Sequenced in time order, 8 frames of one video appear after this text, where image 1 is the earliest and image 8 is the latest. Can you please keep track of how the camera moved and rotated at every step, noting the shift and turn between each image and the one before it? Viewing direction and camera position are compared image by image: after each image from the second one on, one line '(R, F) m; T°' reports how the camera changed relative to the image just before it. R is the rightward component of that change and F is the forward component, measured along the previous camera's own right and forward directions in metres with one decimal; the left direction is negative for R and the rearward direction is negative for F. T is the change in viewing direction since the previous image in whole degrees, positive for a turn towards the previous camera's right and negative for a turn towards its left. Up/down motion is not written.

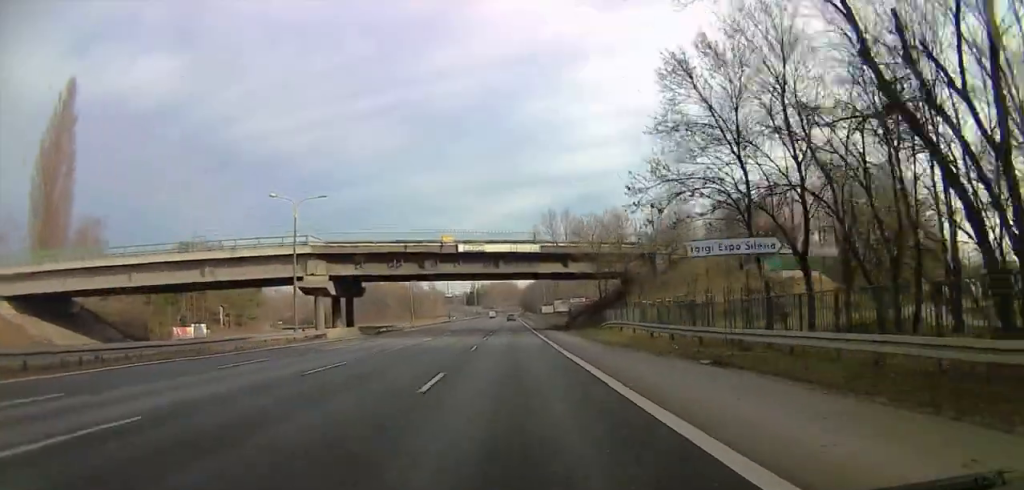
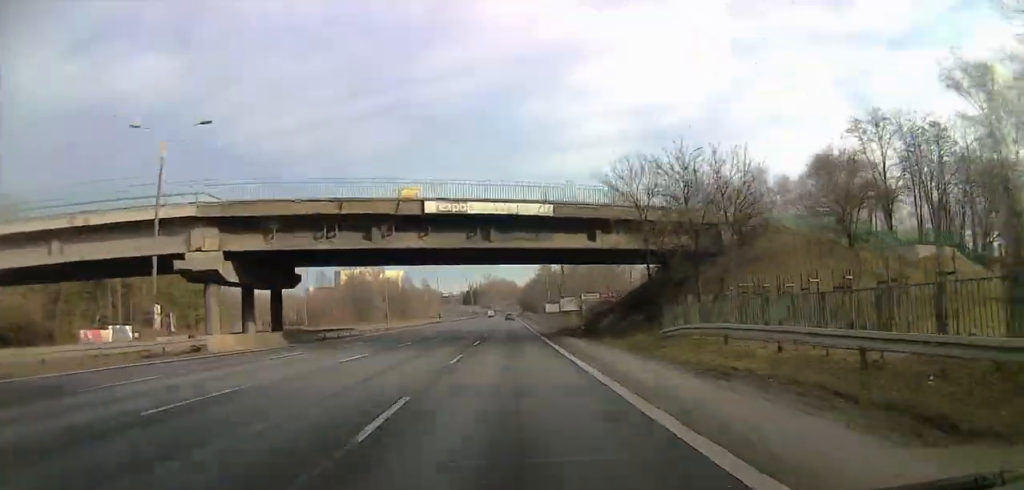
(-0.3, +19.7) m; -2°
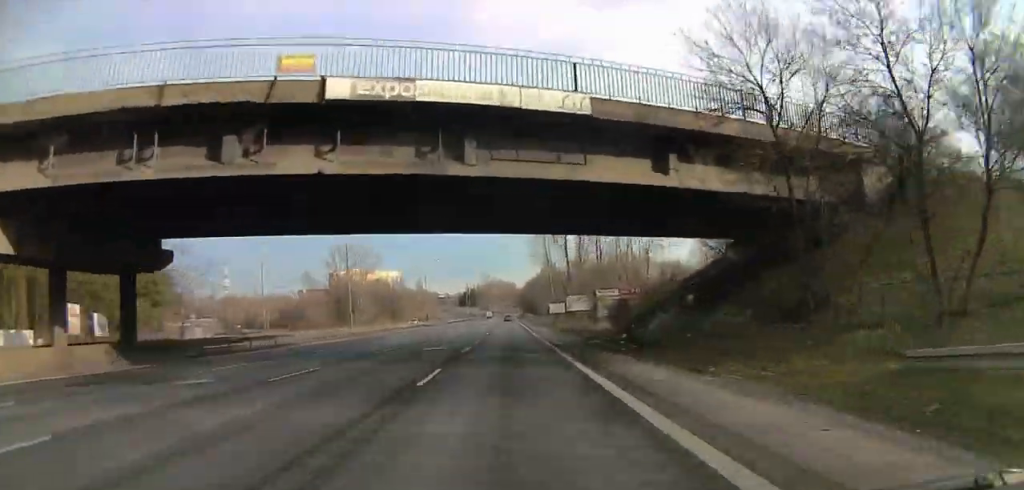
(-0.5, +17.8) m; 0°
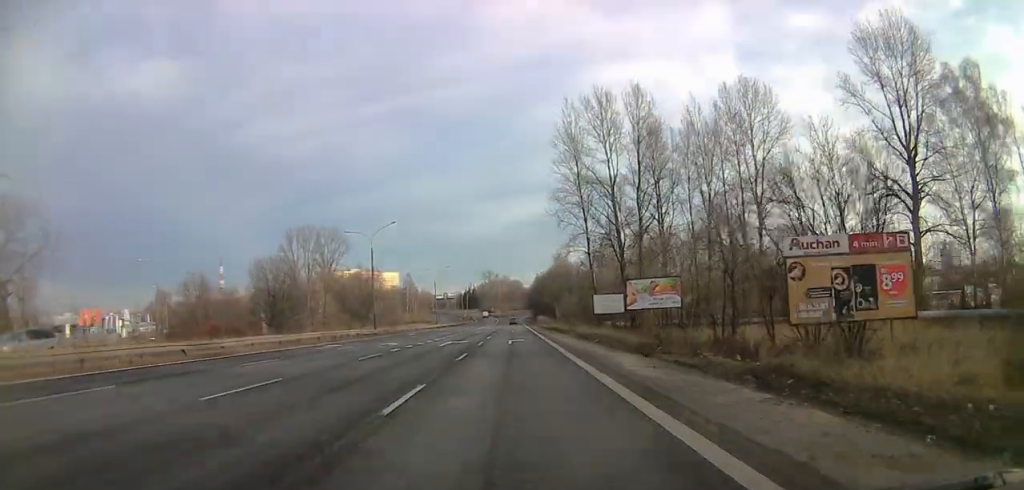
(-1.4, +51.8) m; -2°
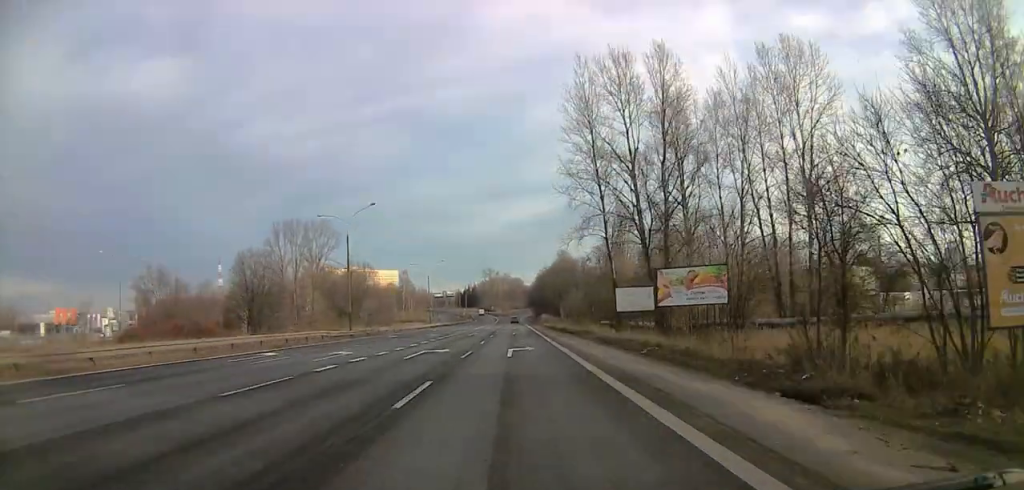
(-0.1, +11.6) m; +1°
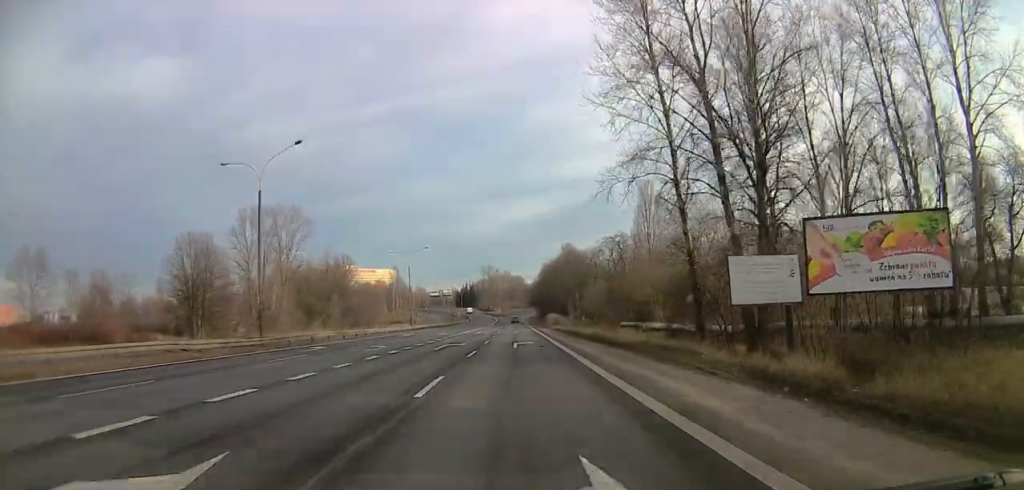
(+0.7, +23.2) m; 0°
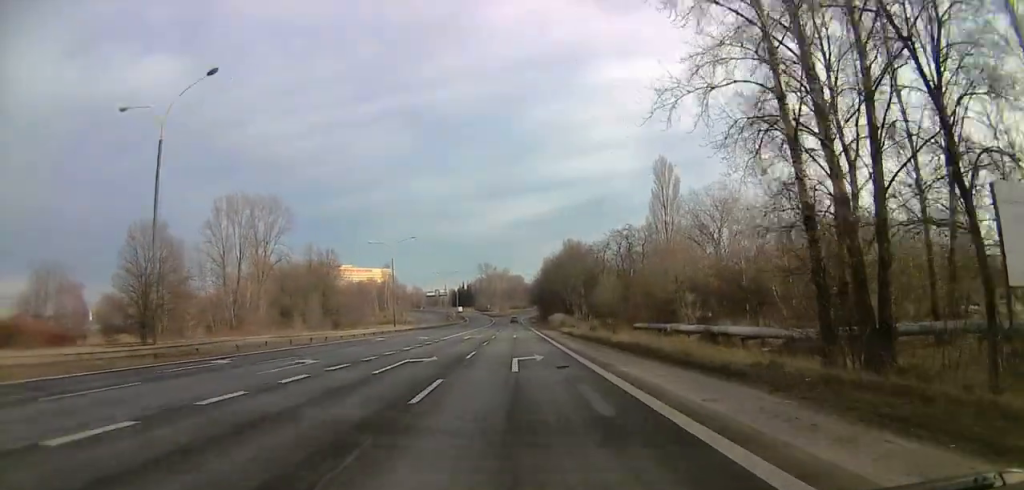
(-0.4, +13.2) m; -1°
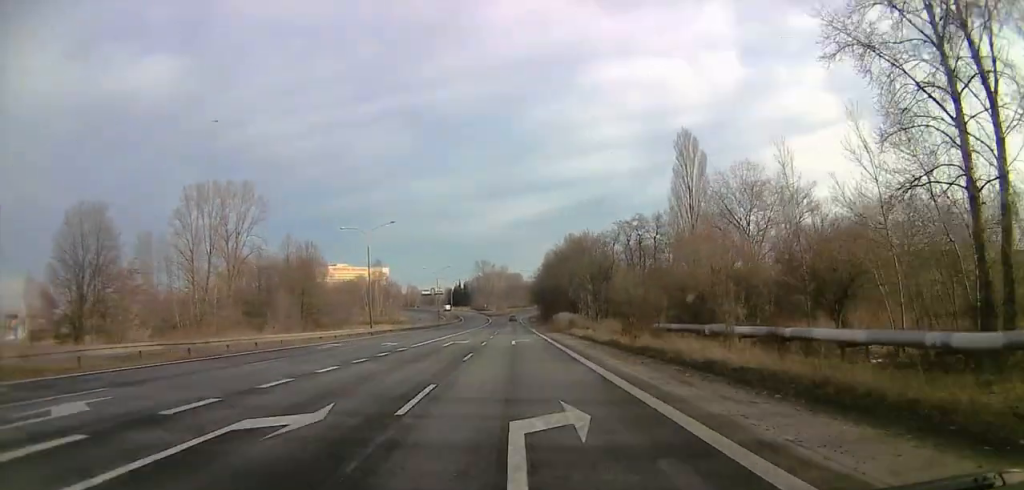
(-0.1, +14.0) m; -1°
